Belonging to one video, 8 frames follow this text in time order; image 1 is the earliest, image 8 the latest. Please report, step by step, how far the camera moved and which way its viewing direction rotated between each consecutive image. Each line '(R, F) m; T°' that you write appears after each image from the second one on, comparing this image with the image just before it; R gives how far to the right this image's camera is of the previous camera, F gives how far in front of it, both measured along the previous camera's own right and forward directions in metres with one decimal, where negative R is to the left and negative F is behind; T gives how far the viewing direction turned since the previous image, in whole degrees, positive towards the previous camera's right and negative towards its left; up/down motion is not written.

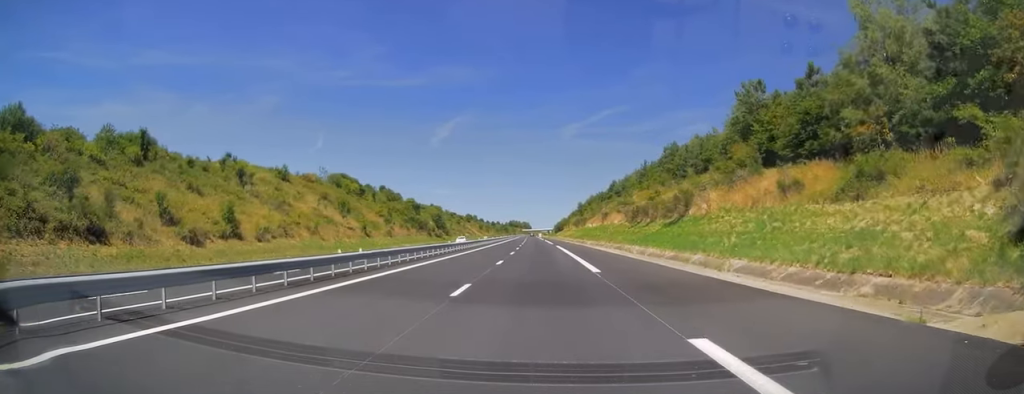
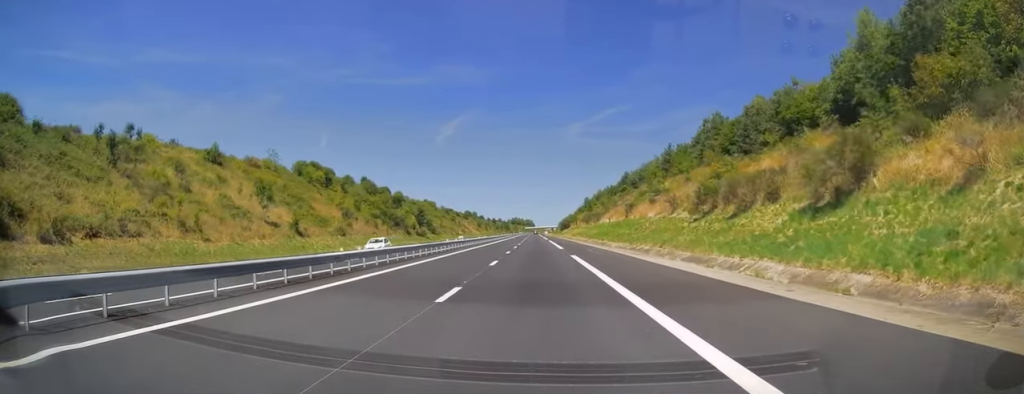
(-0.1, +27.7) m; 0°
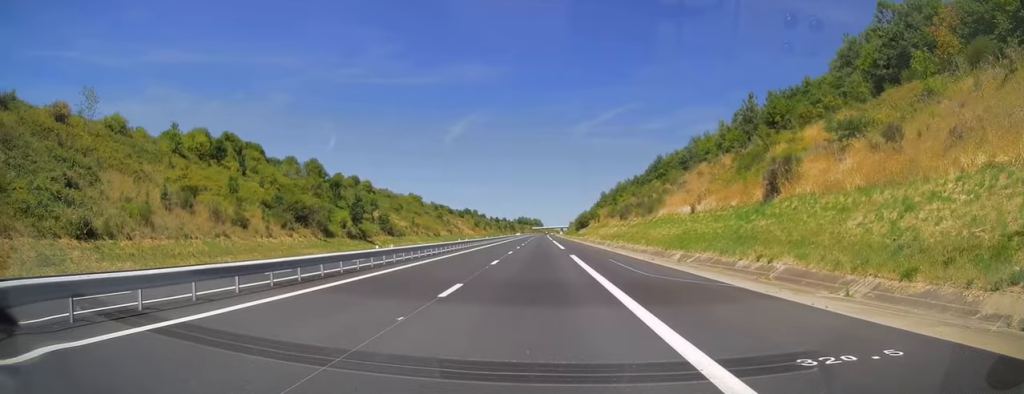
(-0.1, +50.7) m; -1°
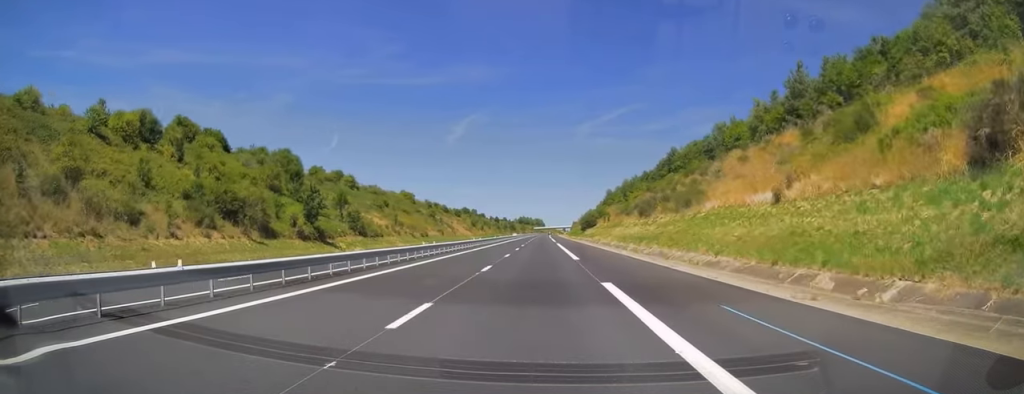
(-0.1, +17.3) m; 0°
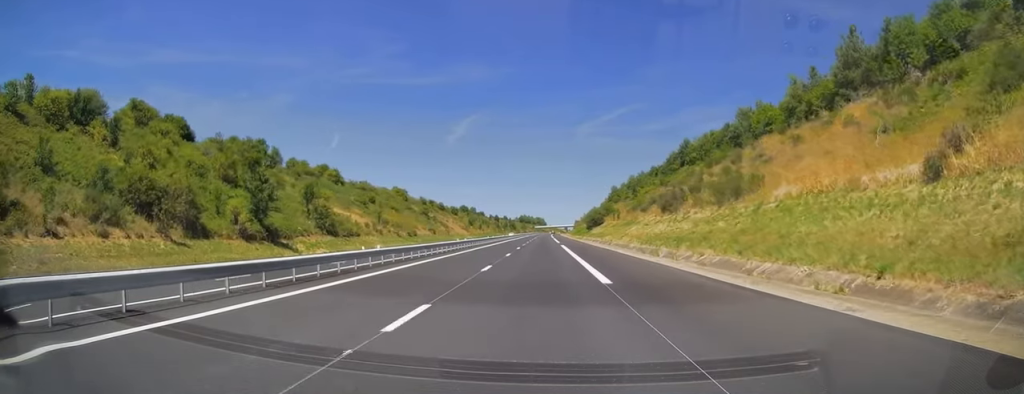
(-0.1, +13.4) m; 0°
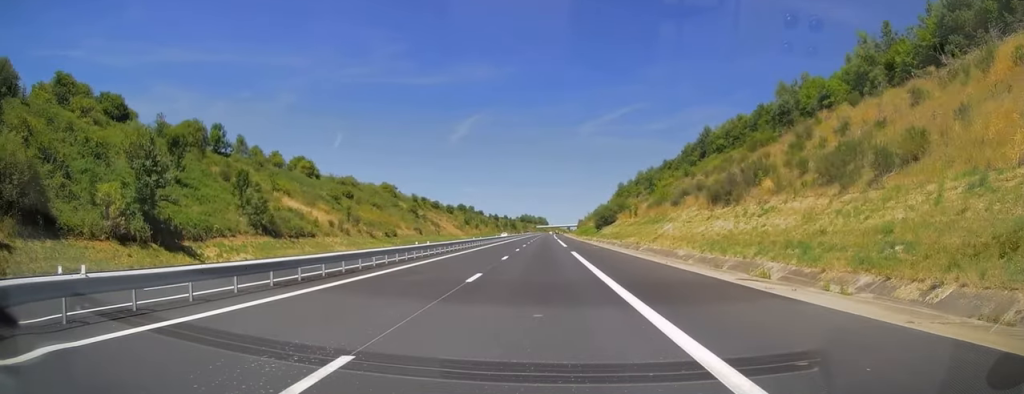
(0.0, +17.8) m; 0°
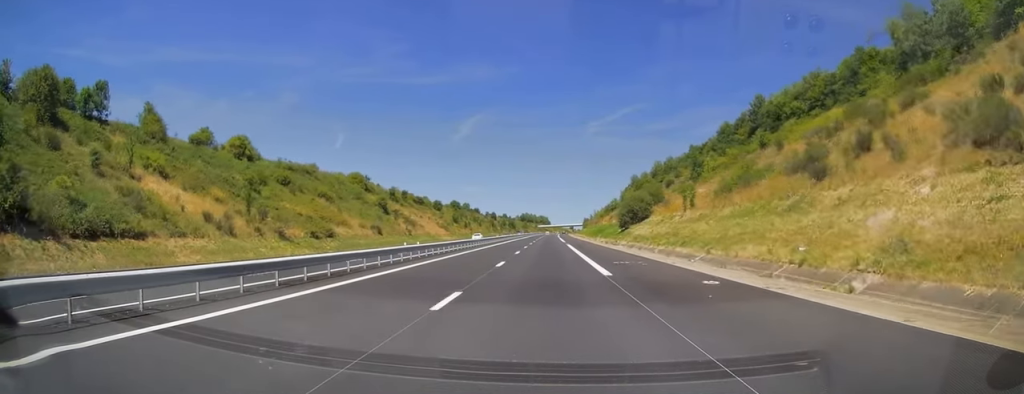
(+0.1, +32.0) m; 0°
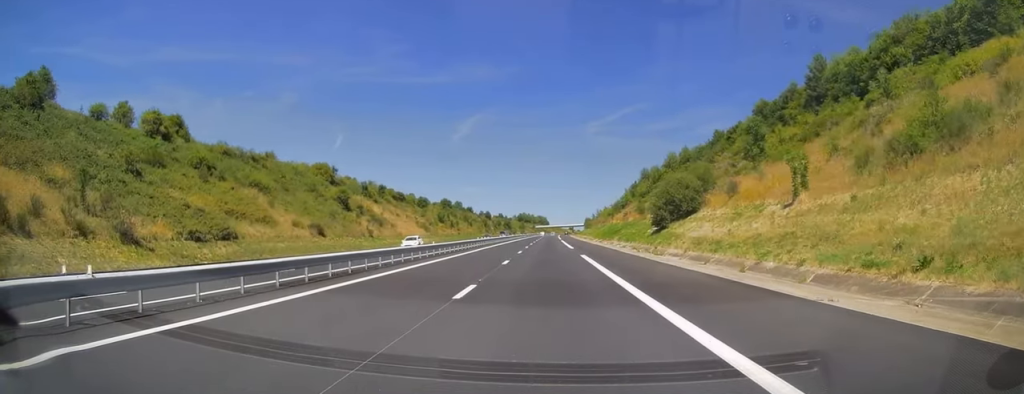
(0.0, +24.1) m; 0°
